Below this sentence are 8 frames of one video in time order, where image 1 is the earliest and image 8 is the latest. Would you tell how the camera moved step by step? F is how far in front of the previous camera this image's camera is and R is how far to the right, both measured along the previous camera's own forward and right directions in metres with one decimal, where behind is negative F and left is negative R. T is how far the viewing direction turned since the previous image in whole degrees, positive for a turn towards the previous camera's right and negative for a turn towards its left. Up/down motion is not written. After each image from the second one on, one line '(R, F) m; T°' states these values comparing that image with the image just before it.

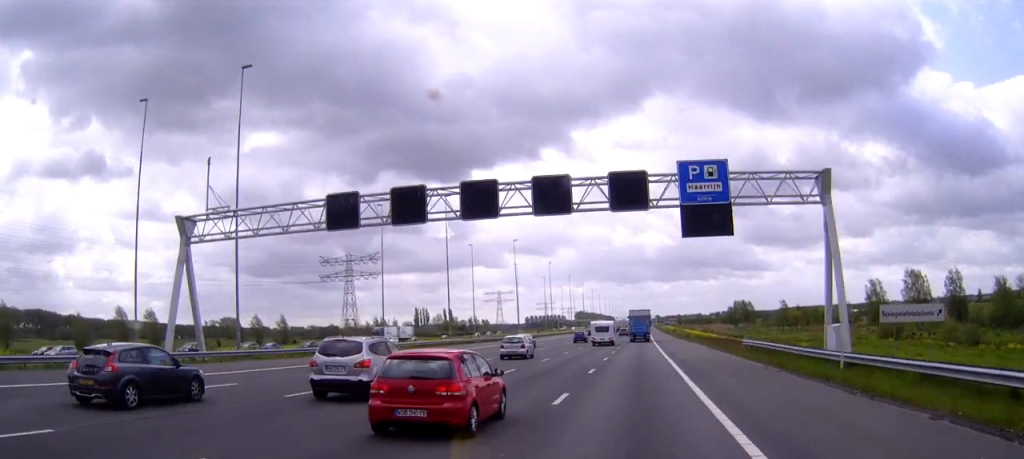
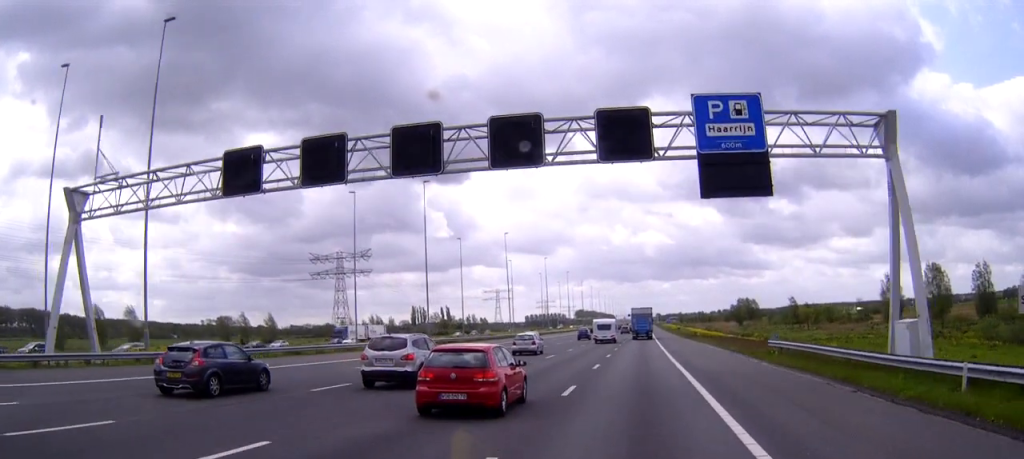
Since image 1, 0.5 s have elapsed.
(0.0, +10.4) m; 0°
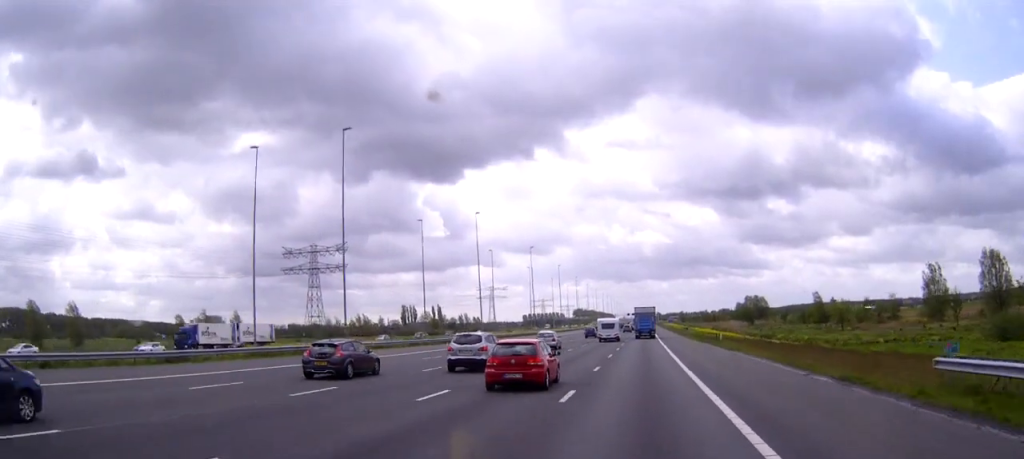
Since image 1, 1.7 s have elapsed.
(0.0, +25.6) m; 0°
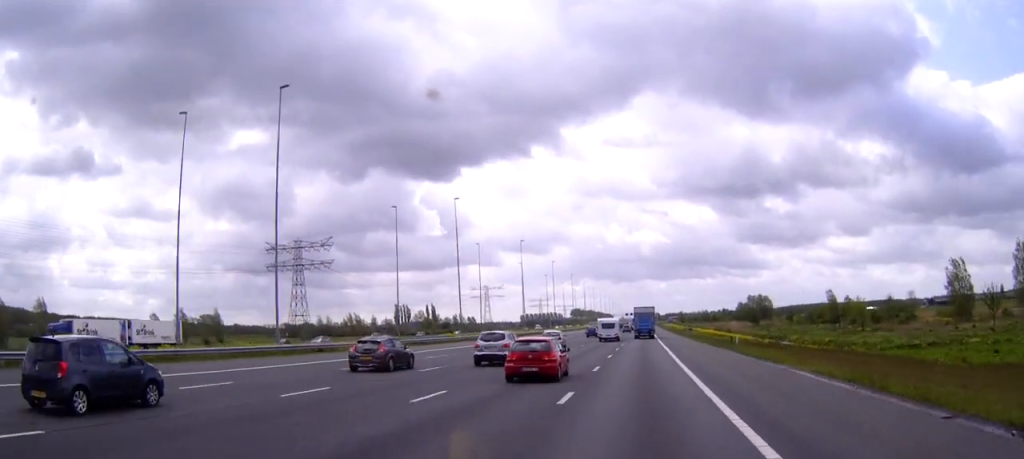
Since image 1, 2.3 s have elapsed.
(0.0, +12.4) m; 0°
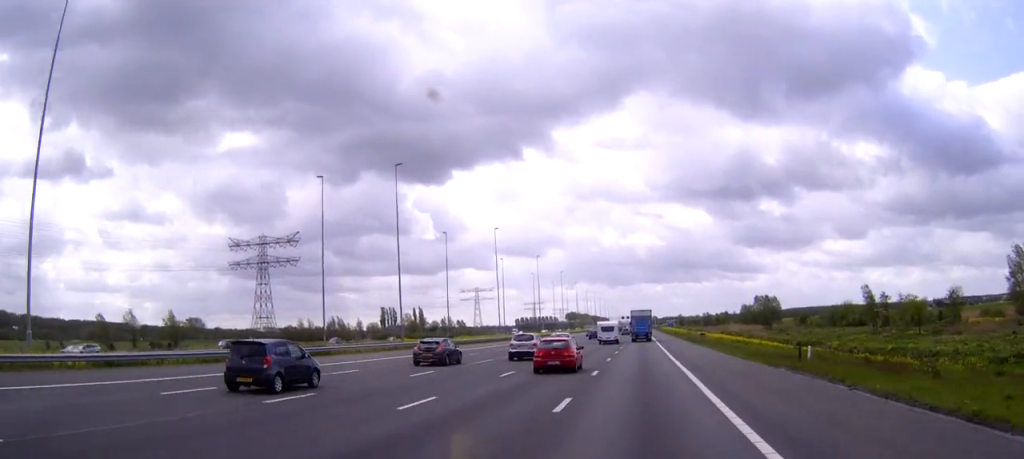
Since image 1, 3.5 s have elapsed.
(0.0, +24.9) m; 0°
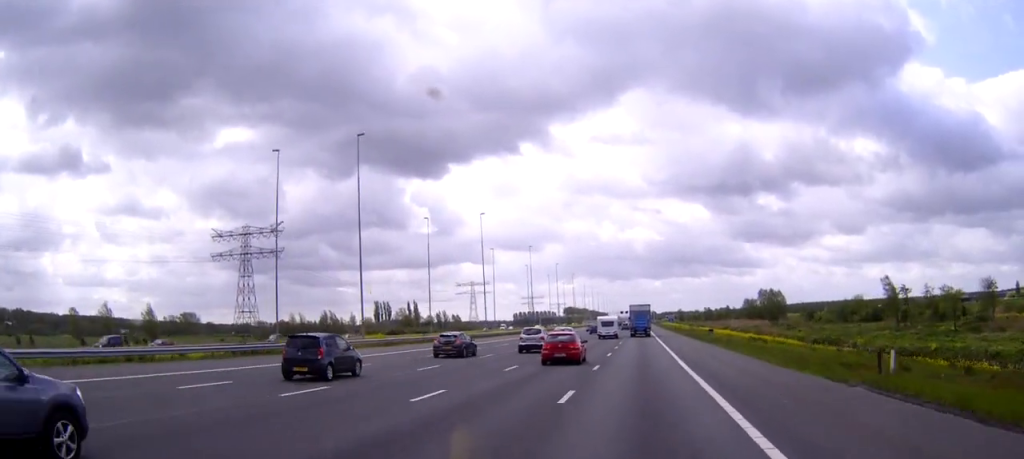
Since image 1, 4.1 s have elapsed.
(0.0, +11.1) m; 0°
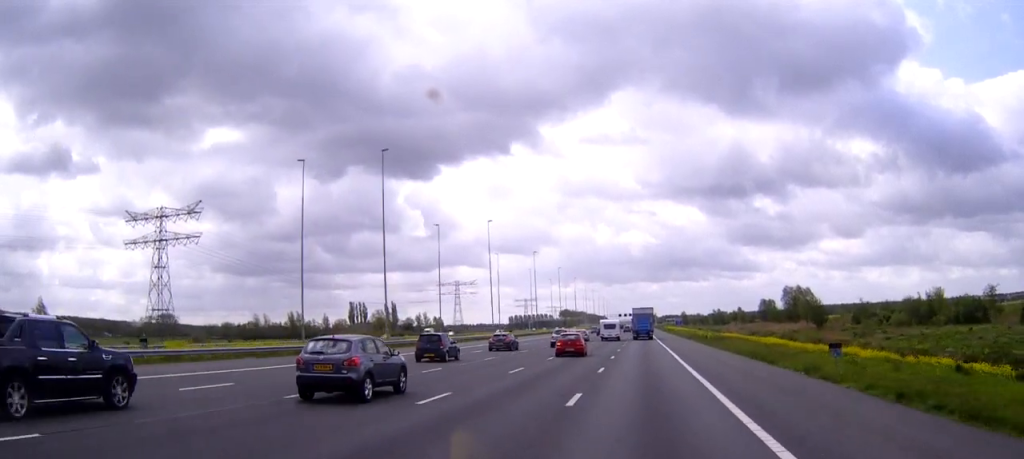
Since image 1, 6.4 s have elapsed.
(+0.1, +47.9) m; 0°
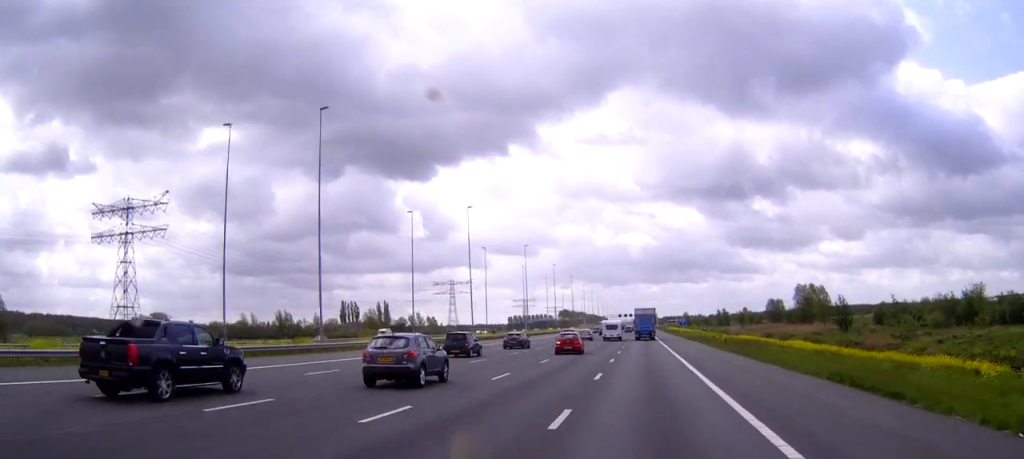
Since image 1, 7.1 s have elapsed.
(0.0, +16.0) m; 0°
